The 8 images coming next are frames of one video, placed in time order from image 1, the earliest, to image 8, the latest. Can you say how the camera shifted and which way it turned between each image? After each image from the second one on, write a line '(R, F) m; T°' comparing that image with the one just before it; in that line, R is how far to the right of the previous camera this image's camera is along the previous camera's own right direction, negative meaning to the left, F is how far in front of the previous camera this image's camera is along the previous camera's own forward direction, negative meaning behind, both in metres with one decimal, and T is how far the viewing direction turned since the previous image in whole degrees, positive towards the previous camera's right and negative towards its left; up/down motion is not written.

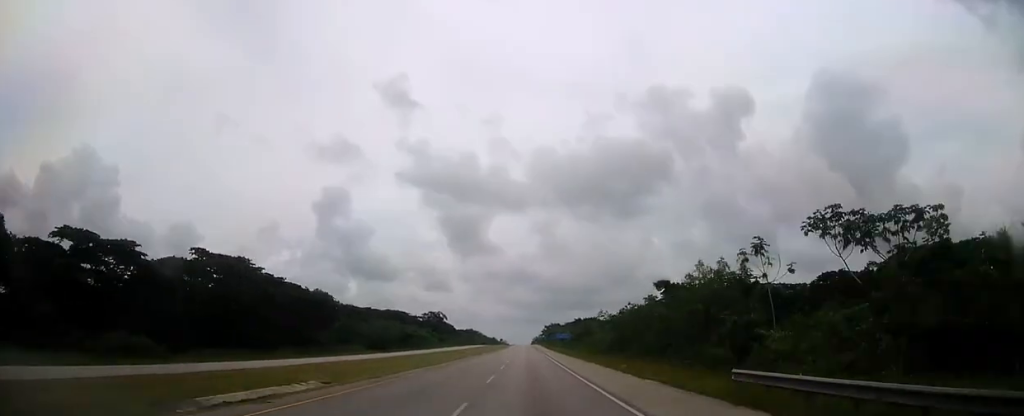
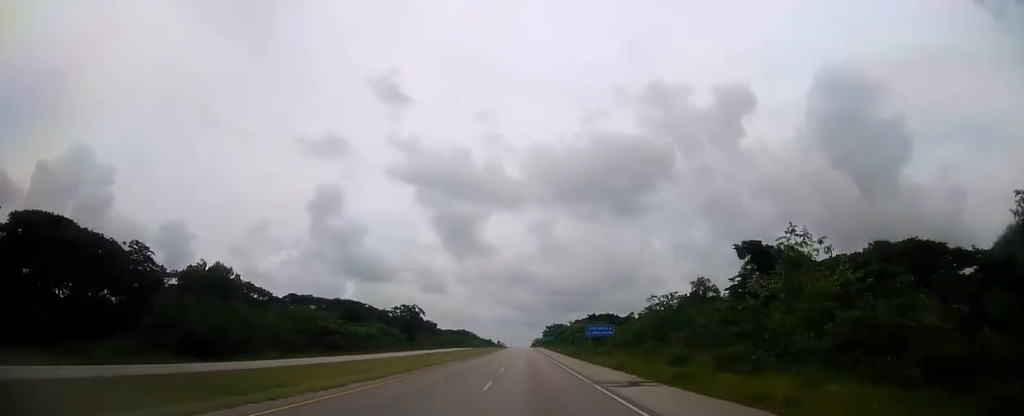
(+0.1, +64.3) m; 0°
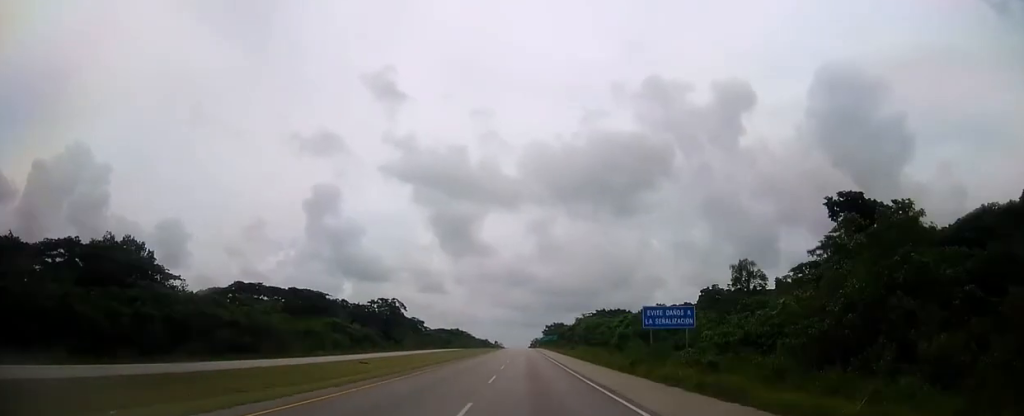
(+0.1, +32.3) m; 0°
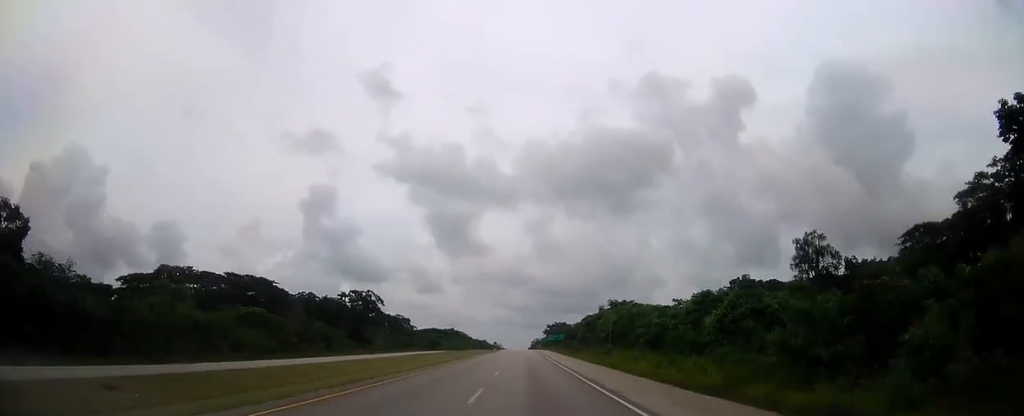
(0.0, +31.8) m; 0°
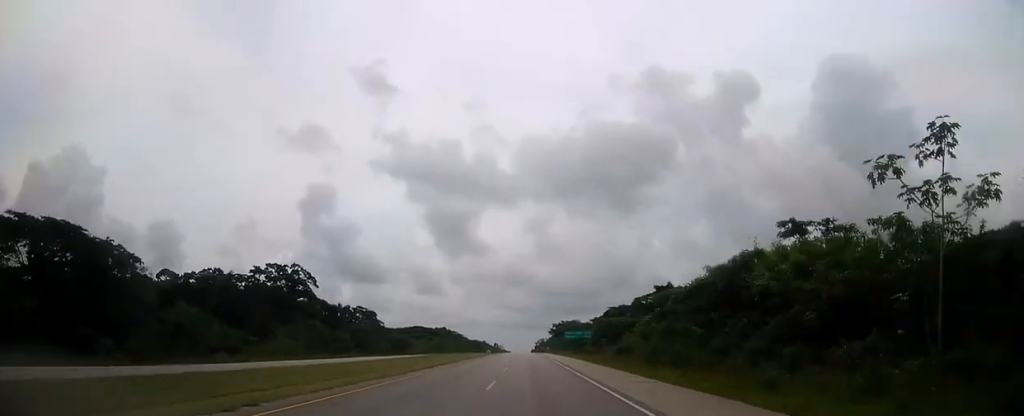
(0.0, +54.7) m; 0°
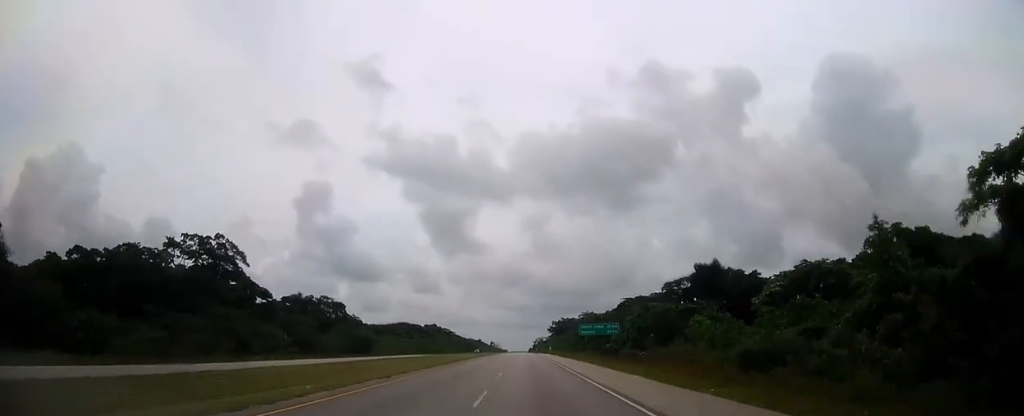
(0.0, +28.9) m; 0°
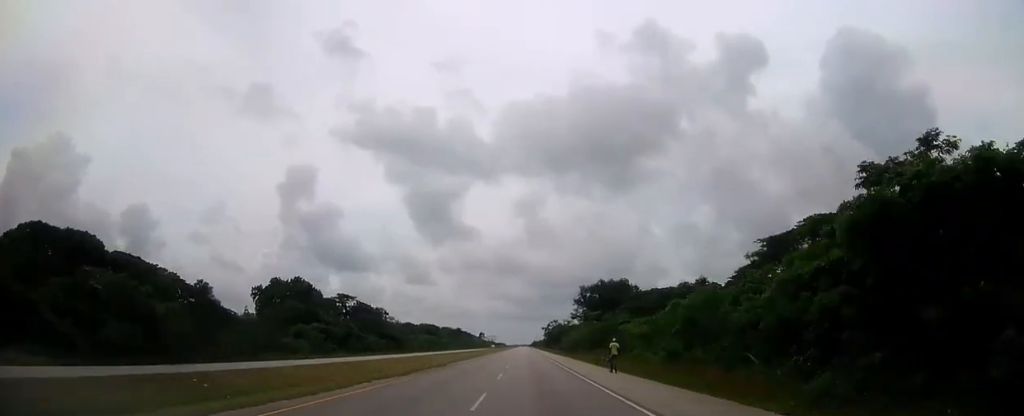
(+0.3, +206.5) m; 0°
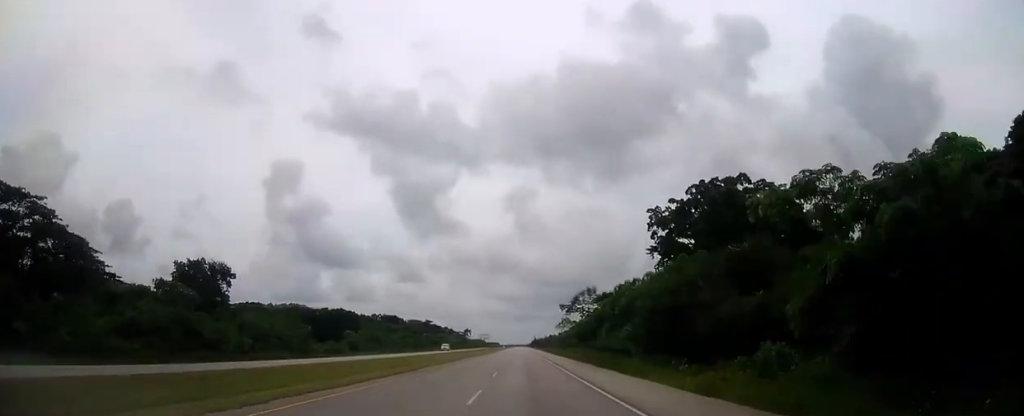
(-0.1, +118.3) m; 0°
